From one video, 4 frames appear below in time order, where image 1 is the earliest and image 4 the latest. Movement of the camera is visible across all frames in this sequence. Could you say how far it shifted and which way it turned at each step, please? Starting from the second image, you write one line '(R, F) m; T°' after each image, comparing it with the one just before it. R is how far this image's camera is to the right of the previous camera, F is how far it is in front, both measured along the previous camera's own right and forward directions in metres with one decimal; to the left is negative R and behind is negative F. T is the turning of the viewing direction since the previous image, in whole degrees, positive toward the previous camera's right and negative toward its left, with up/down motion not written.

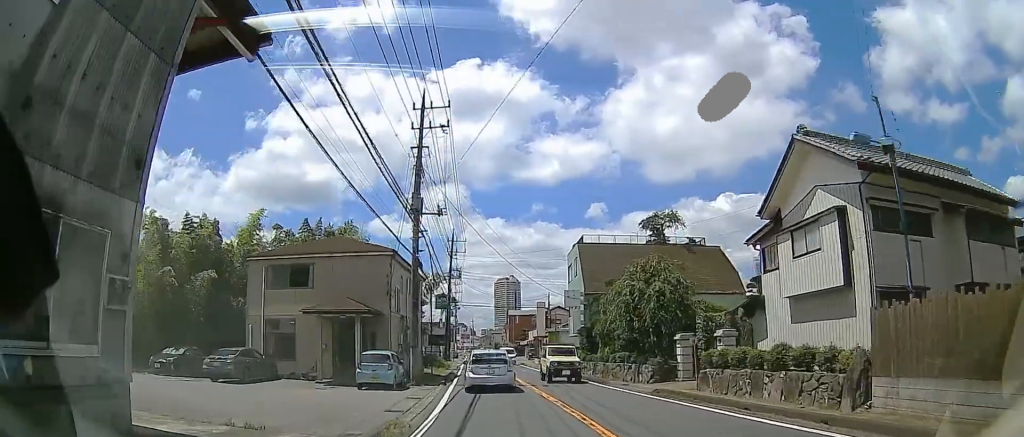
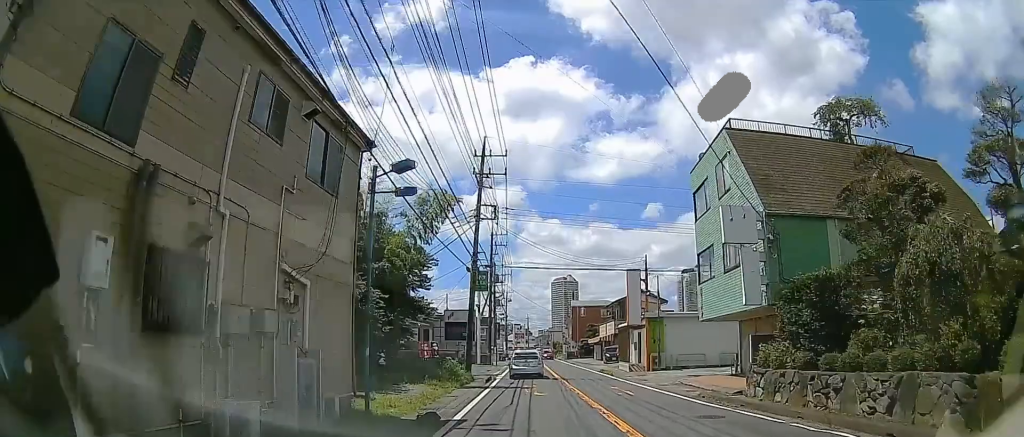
(-0.7, +24.0) m; 0°
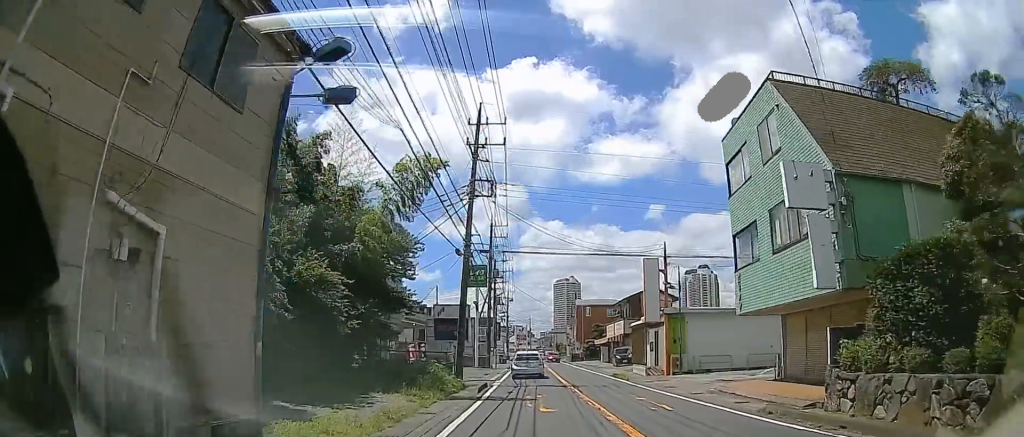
(+0.1, +5.0) m; +1°
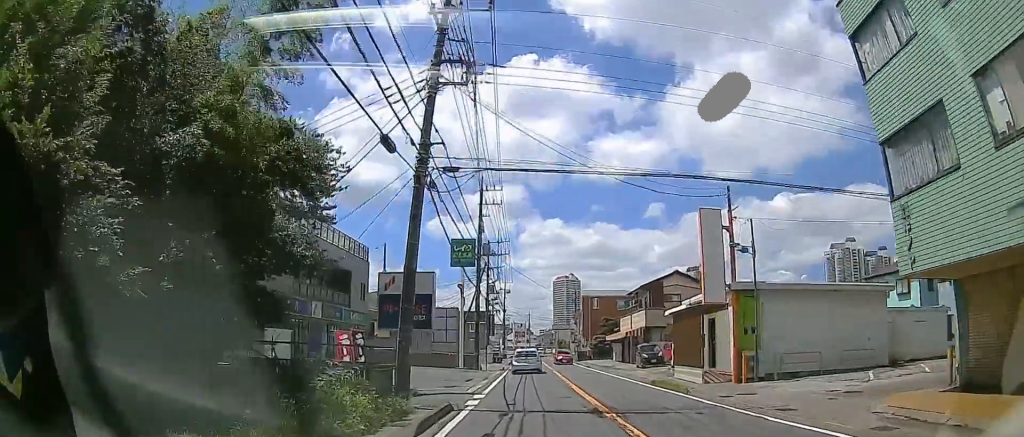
(-0.2, +11.3) m; -4°
